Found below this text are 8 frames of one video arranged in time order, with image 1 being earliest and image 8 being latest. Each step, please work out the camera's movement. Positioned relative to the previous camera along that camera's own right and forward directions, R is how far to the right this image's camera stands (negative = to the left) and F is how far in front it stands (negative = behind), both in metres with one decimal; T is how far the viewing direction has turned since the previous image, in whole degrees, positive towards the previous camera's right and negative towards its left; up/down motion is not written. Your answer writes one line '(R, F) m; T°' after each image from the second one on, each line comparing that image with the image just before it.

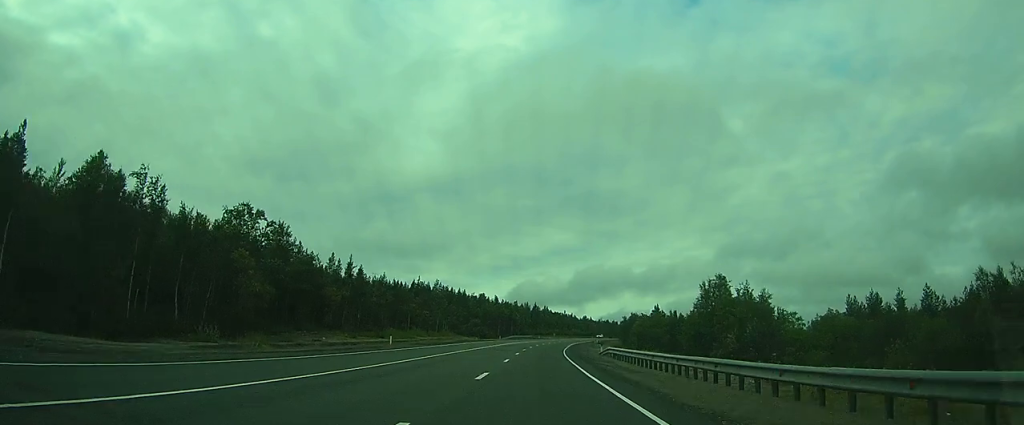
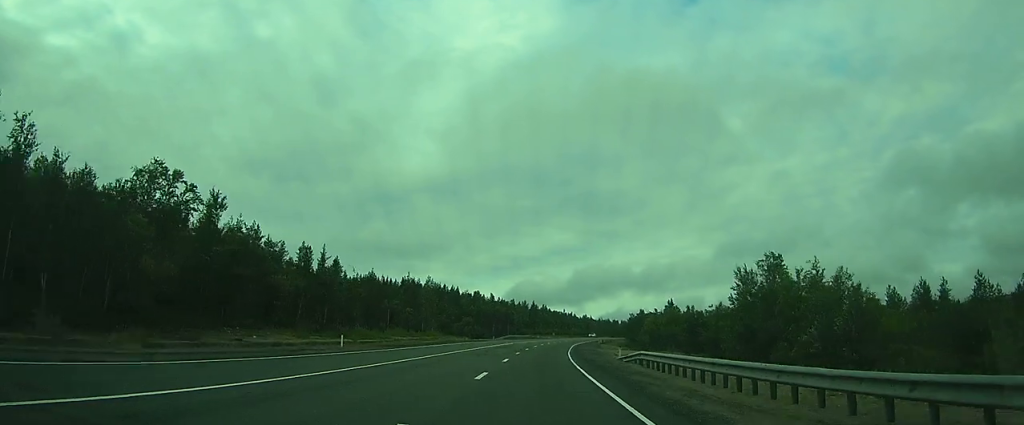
(0.0, +12.8) m; 0°
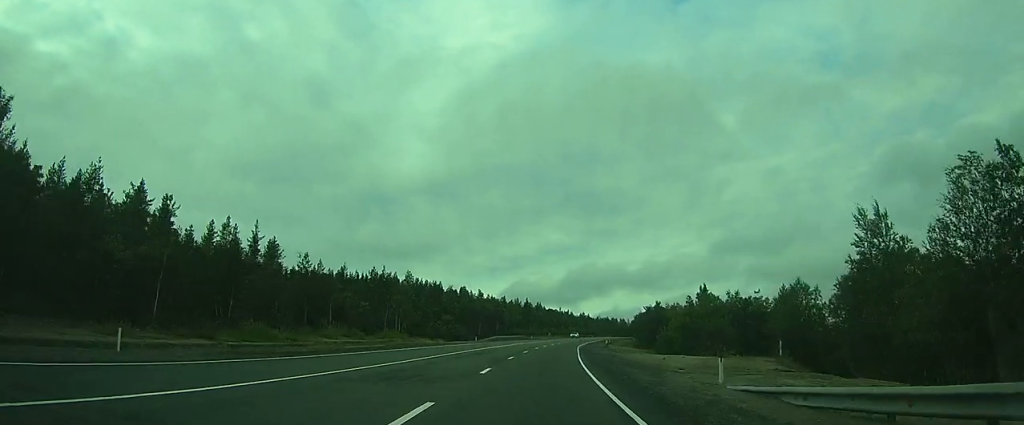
(0.0, +22.3) m; 0°
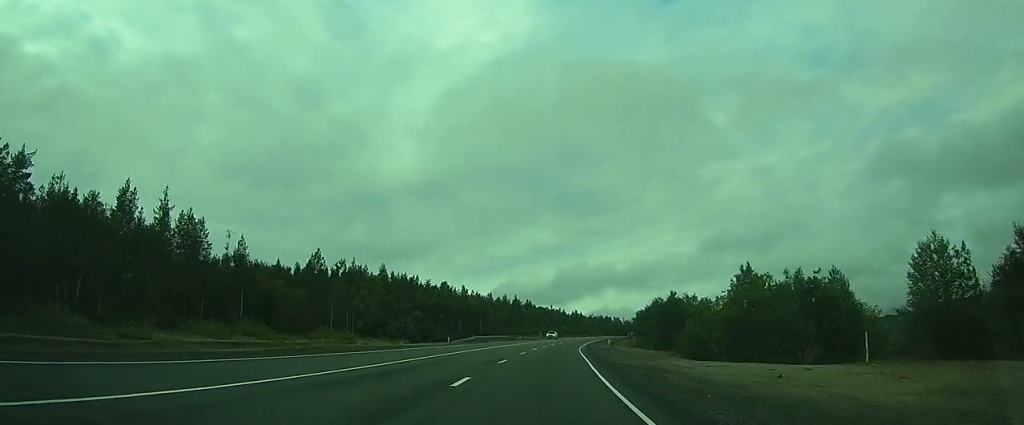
(0.0, +18.2) m; 0°
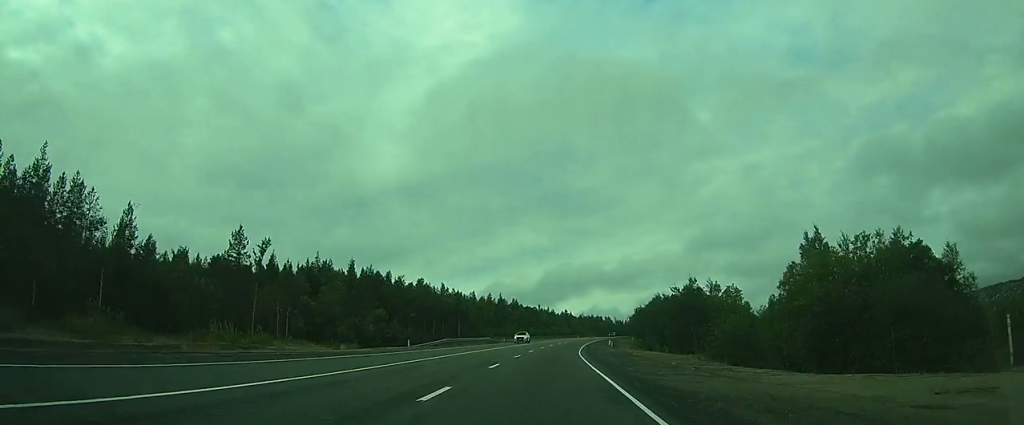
(-0.1, +15.7) m; 0°
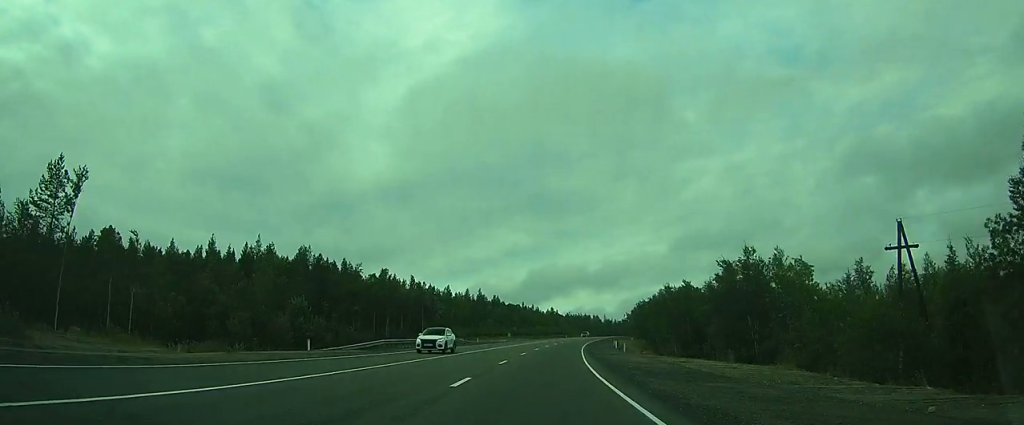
(0.0, +20.5) m; +5°
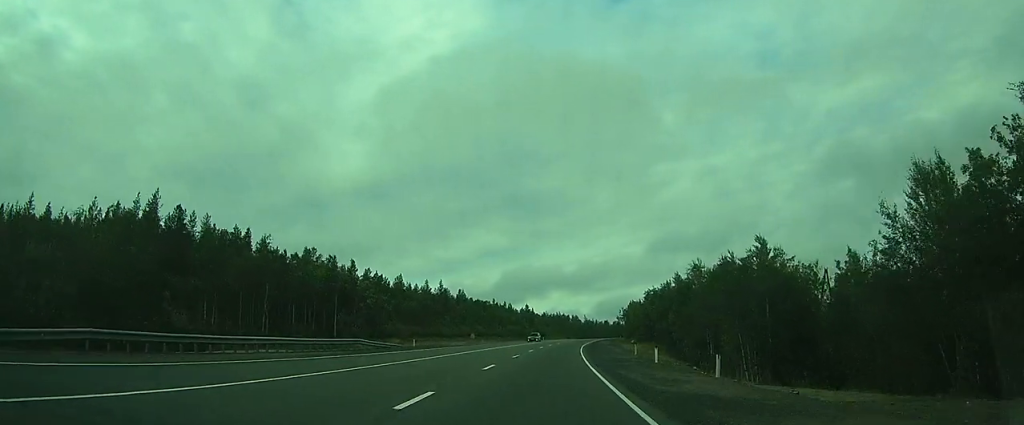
(+2.6, +26.7) m; +9°
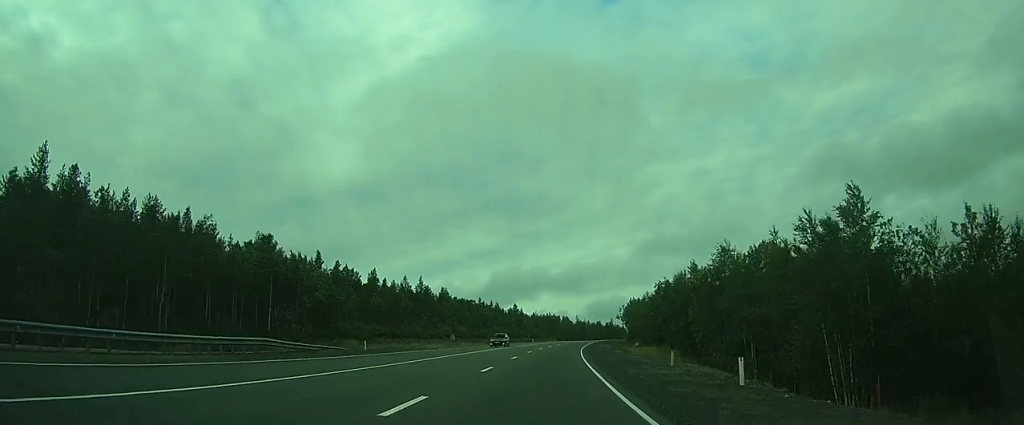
(+0.1, +11.3) m; 0°
